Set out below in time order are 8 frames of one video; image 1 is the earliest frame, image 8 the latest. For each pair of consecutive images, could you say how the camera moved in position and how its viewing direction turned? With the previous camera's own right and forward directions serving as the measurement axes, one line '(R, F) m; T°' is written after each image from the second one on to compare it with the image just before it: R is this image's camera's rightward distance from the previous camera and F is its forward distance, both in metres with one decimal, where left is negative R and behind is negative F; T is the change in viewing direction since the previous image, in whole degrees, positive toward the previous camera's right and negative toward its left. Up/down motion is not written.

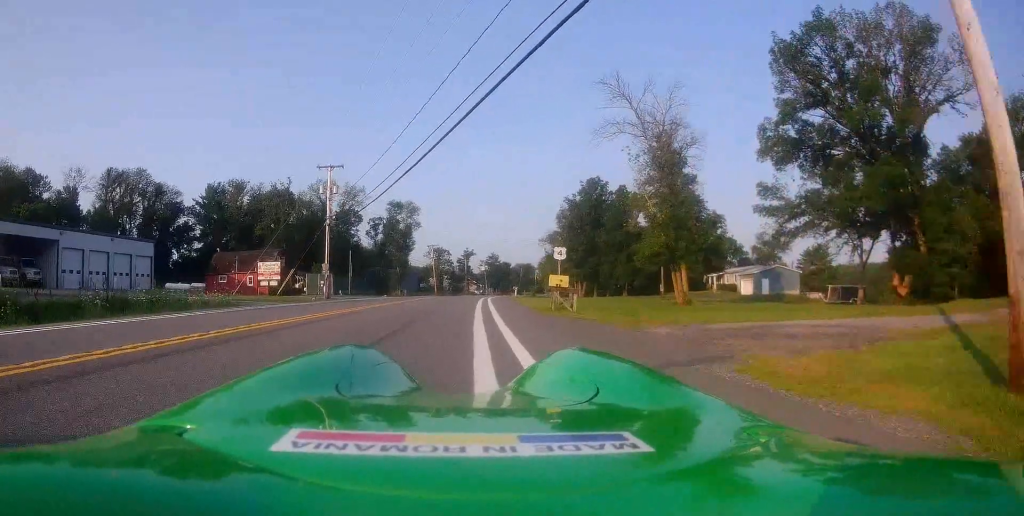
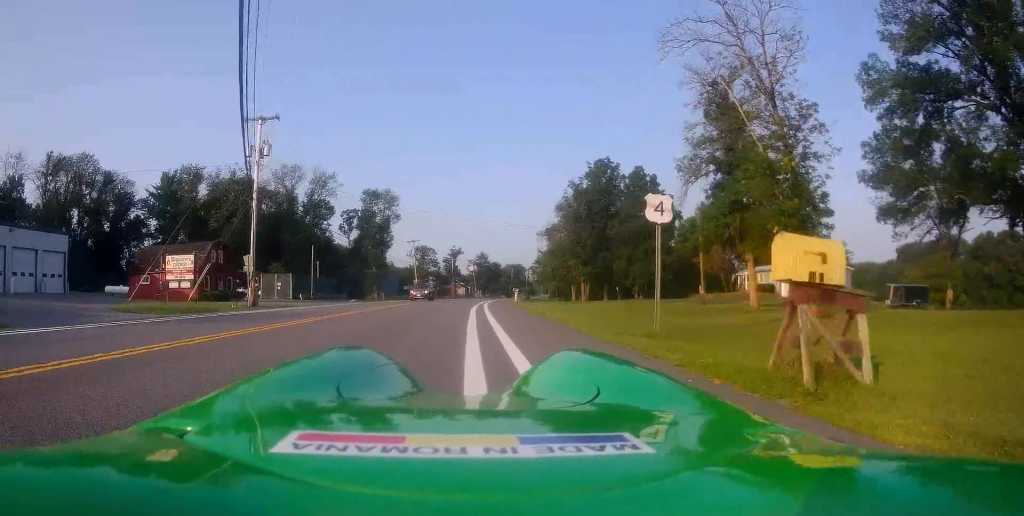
(-0.1, +15.8) m; 0°
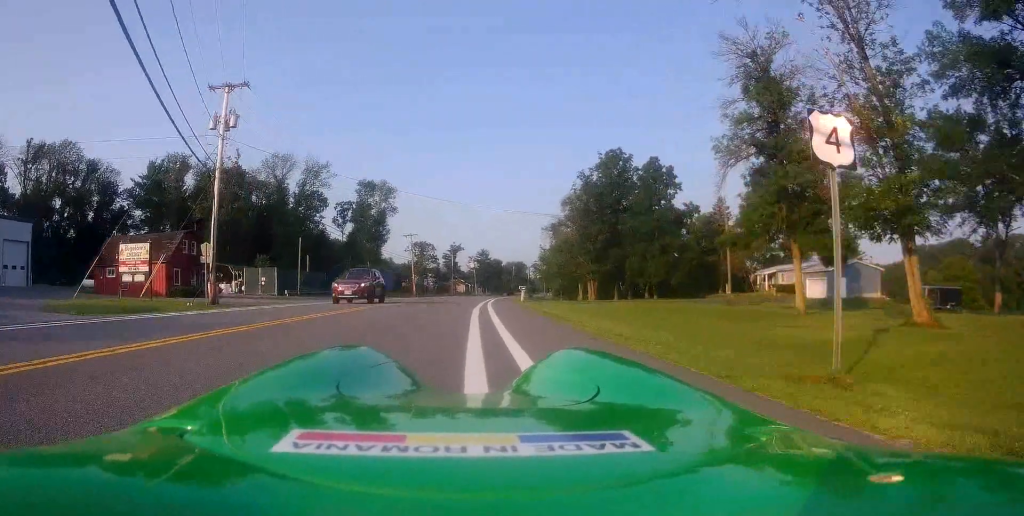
(+0.1, +6.2) m; +1°
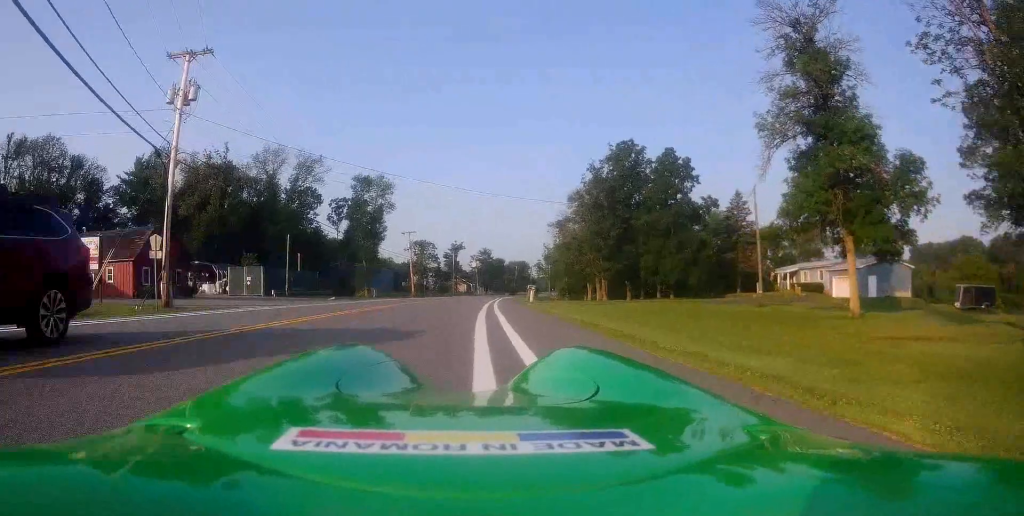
(+0.1, +5.3) m; +2°
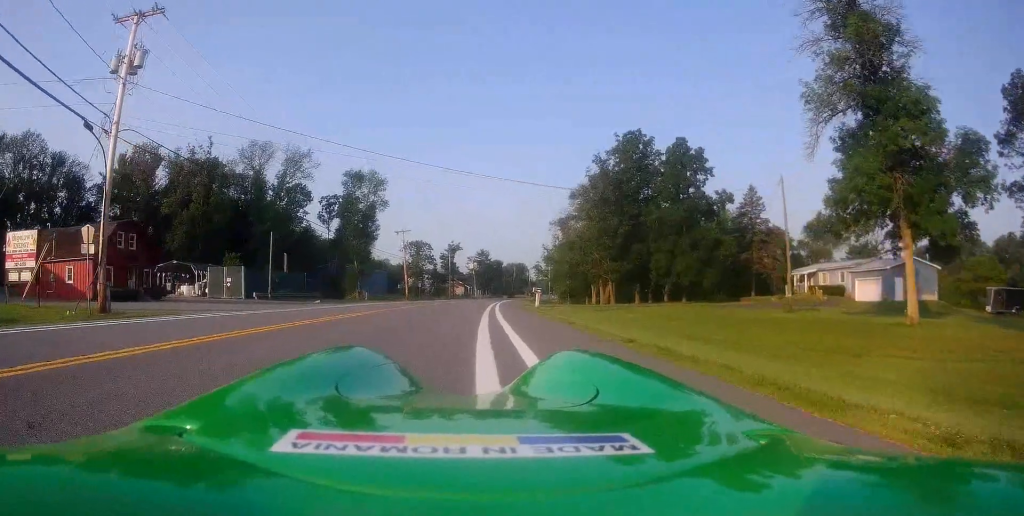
(-0.1, +5.0) m; +2°
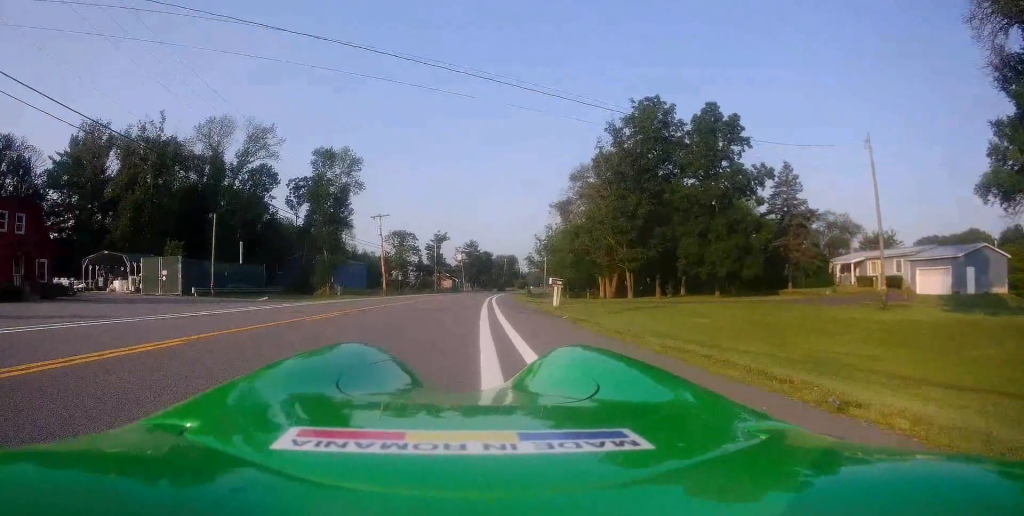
(+0.6, +11.7) m; -1°
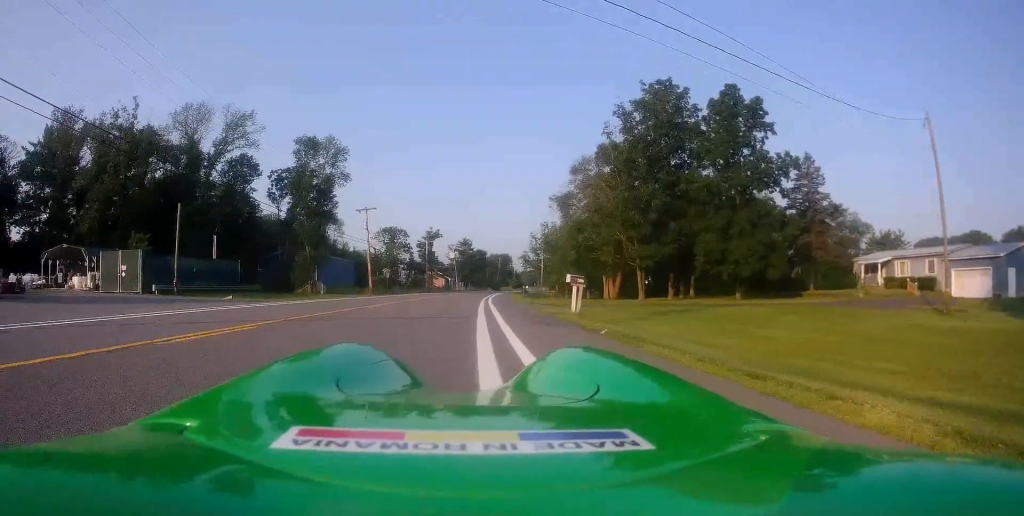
(-0.3, +5.6) m; -1°
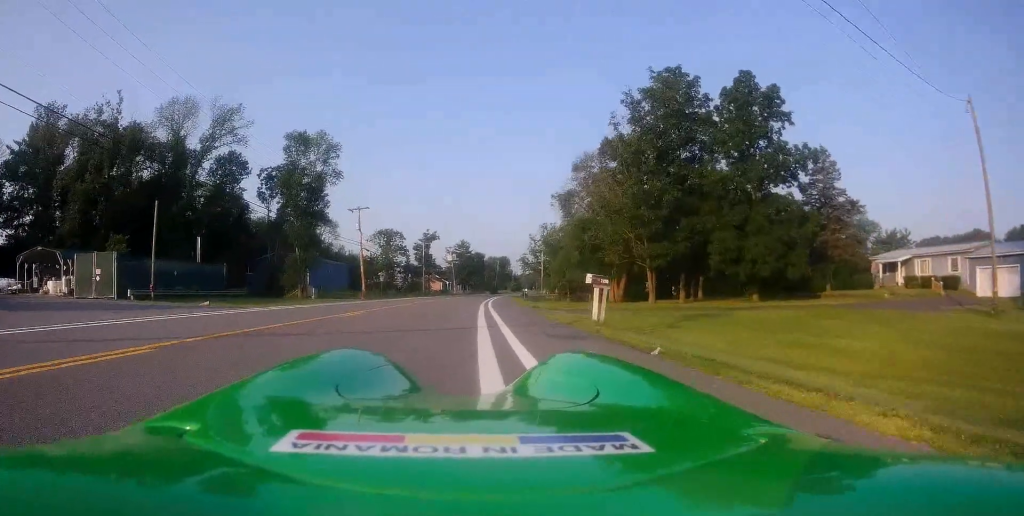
(-0.3, +3.2) m; 0°
